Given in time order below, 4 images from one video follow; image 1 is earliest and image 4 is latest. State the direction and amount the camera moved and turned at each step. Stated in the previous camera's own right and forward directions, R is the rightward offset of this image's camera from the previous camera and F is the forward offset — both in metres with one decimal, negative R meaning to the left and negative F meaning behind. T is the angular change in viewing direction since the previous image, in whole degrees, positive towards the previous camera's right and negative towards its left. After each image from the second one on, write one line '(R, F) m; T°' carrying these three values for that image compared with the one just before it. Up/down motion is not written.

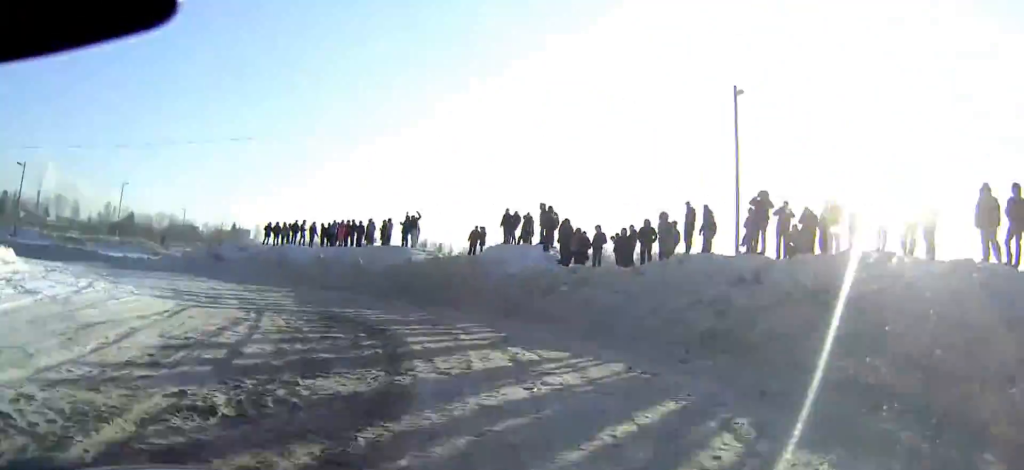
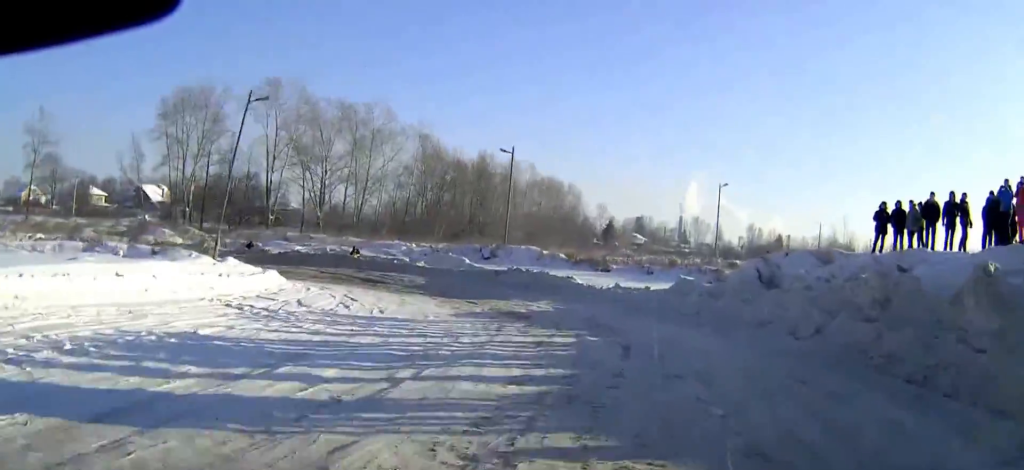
(-9.8, +24.6) m; -37°
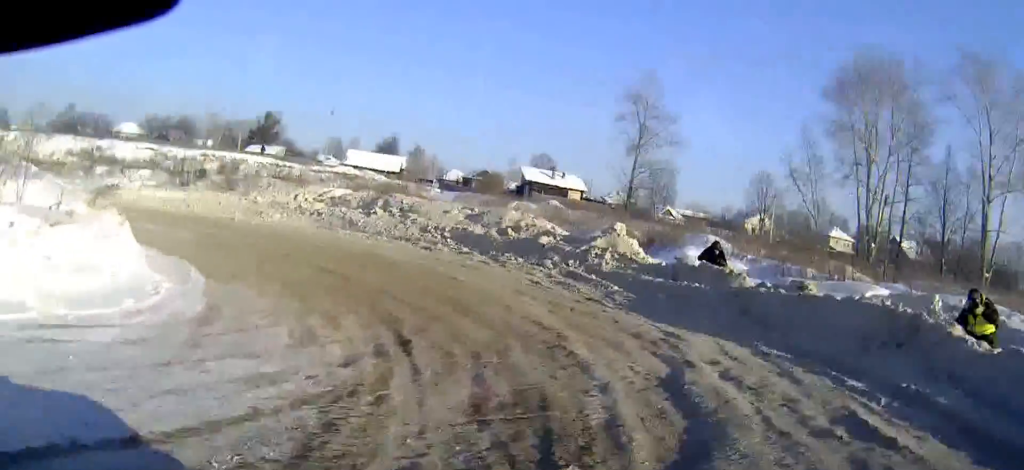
(-16.5, +31.9) m; -73°
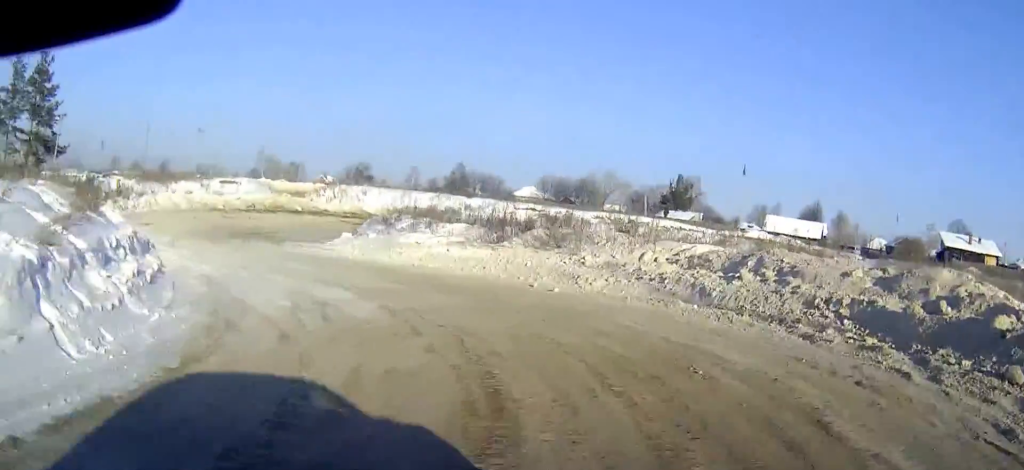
(-2.1, +8.7) m; -25°
